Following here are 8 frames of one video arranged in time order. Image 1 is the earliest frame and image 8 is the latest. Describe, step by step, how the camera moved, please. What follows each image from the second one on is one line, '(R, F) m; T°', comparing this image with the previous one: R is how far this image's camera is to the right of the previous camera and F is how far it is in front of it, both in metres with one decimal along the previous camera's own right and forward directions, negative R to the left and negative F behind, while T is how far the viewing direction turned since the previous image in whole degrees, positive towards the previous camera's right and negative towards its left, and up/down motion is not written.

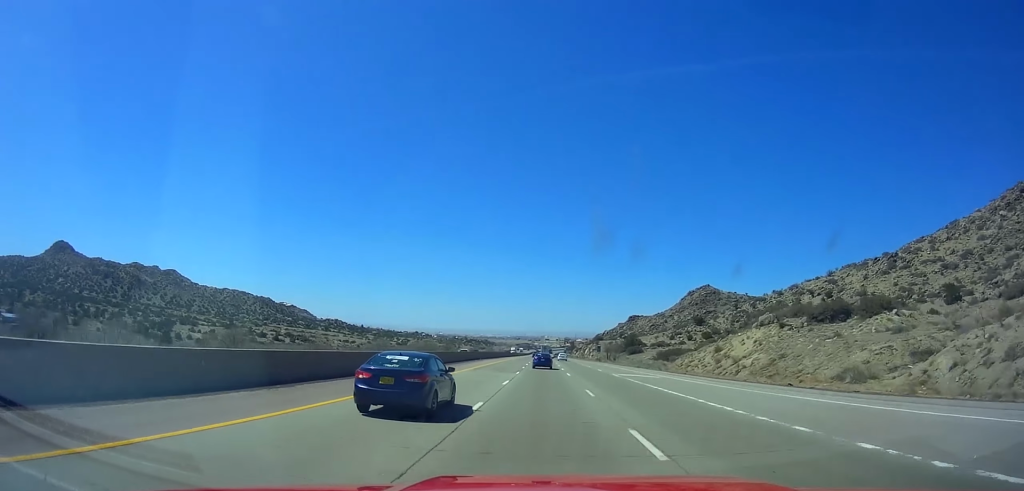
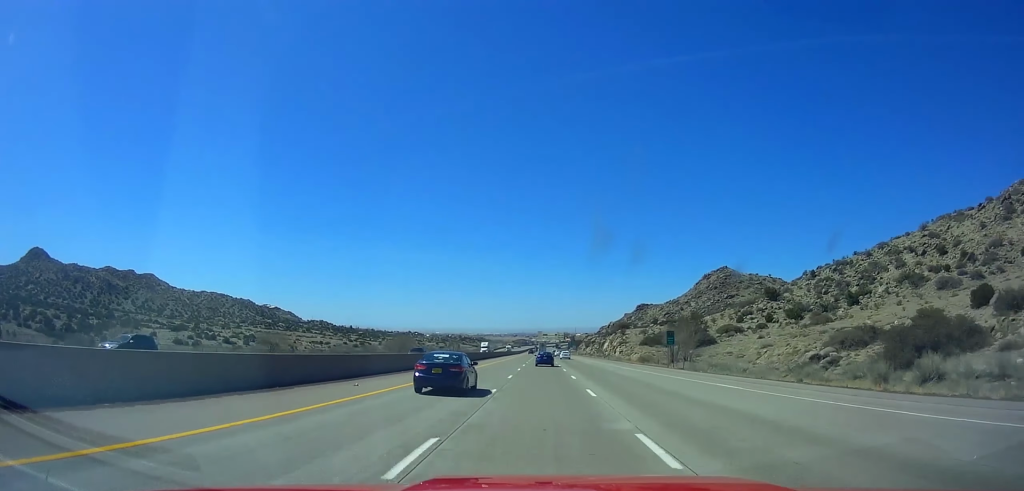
(-1.0, +79.7) m; -1°
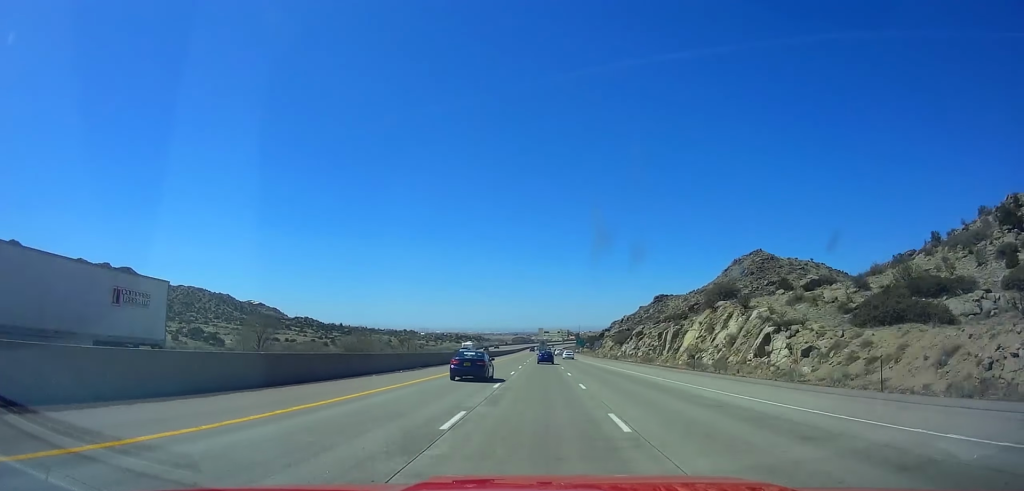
(-0.8, +93.7) m; 0°
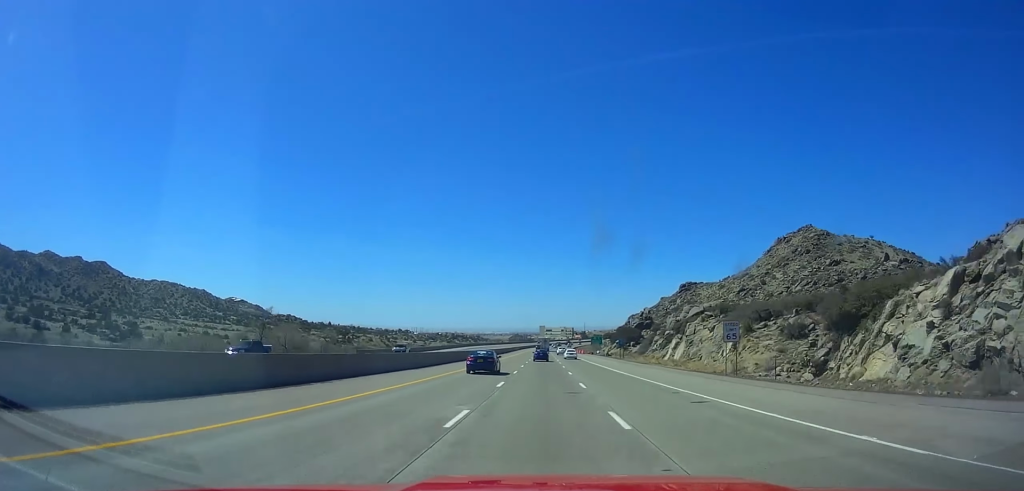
(-0.1, +97.8) m; 0°
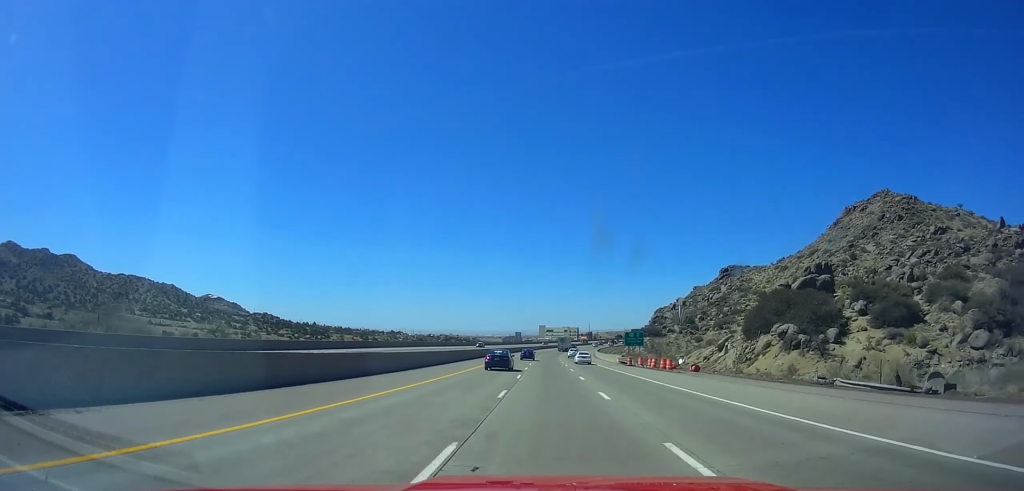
(+0.6, +101.7) m; +1°
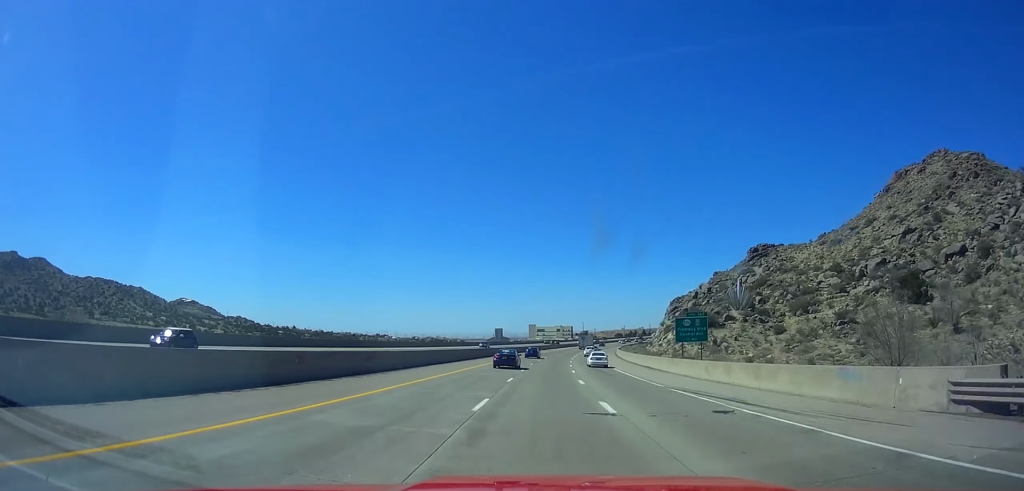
(-0.1, +64.6) m; 0°
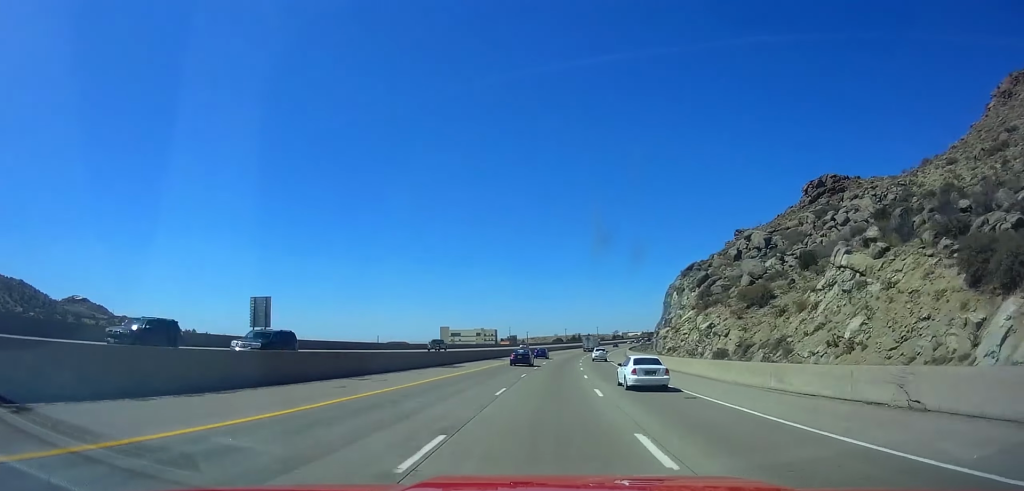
(+4.8, +128.5) m; +6°
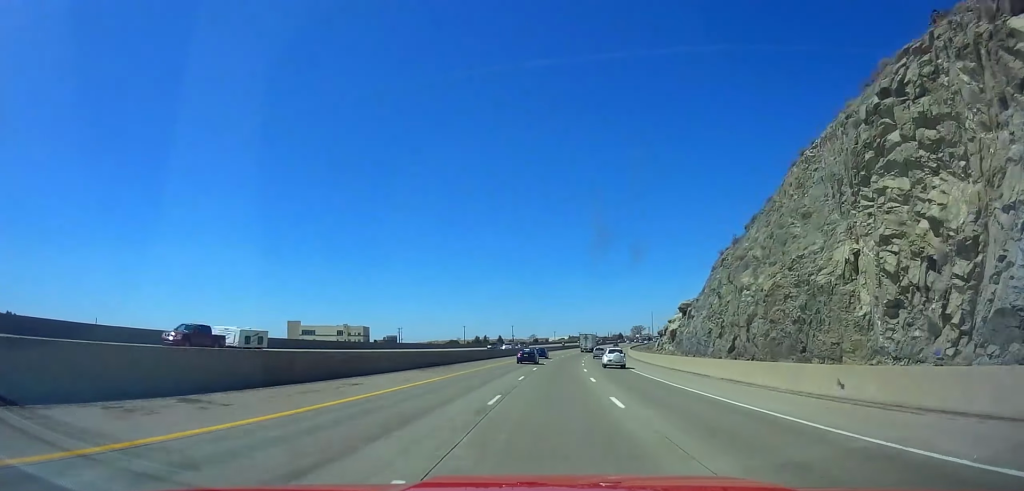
(+10.3, +137.0) m; +8°
